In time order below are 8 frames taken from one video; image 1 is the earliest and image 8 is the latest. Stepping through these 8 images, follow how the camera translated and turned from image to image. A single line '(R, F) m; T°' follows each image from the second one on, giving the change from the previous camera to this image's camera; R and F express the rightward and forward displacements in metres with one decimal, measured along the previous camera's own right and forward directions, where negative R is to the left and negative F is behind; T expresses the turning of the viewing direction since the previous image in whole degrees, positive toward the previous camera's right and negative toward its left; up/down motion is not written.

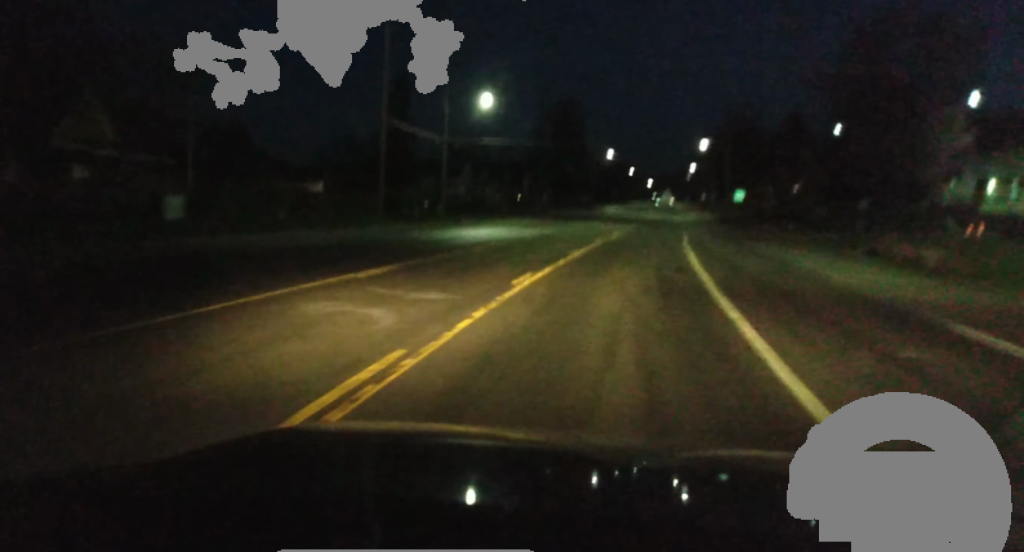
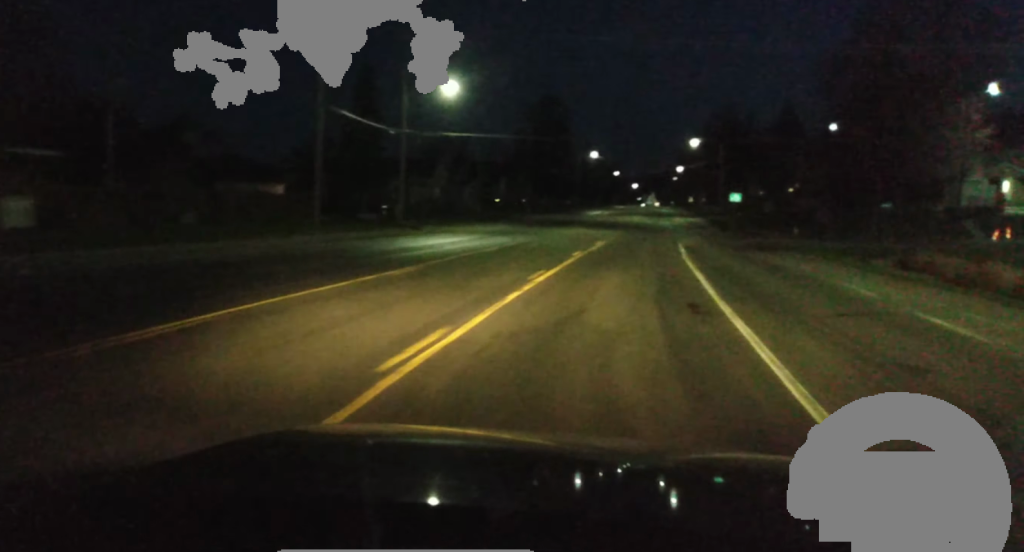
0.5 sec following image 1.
(+0.1, +9.4) m; 0°
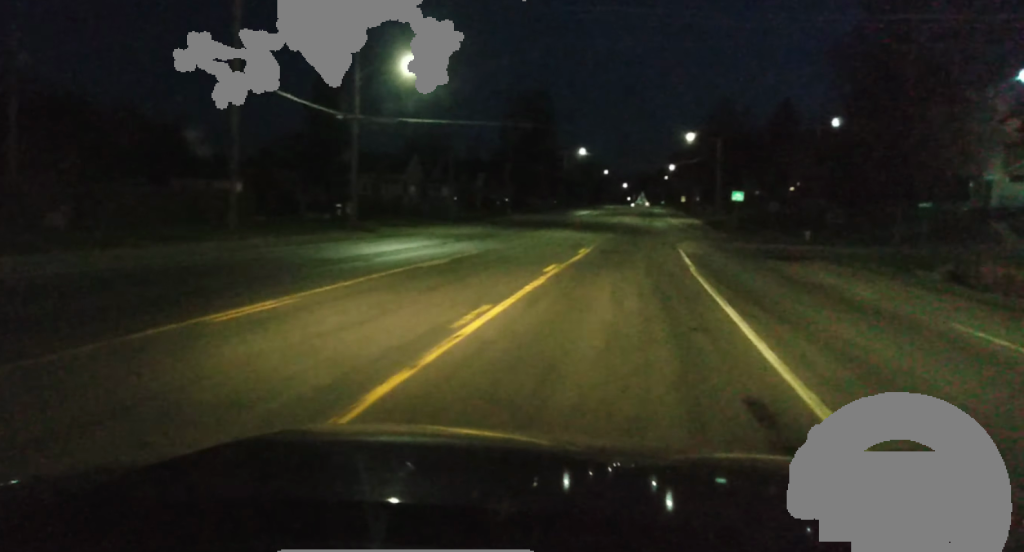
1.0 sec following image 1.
(0.0, +8.8) m; 0°
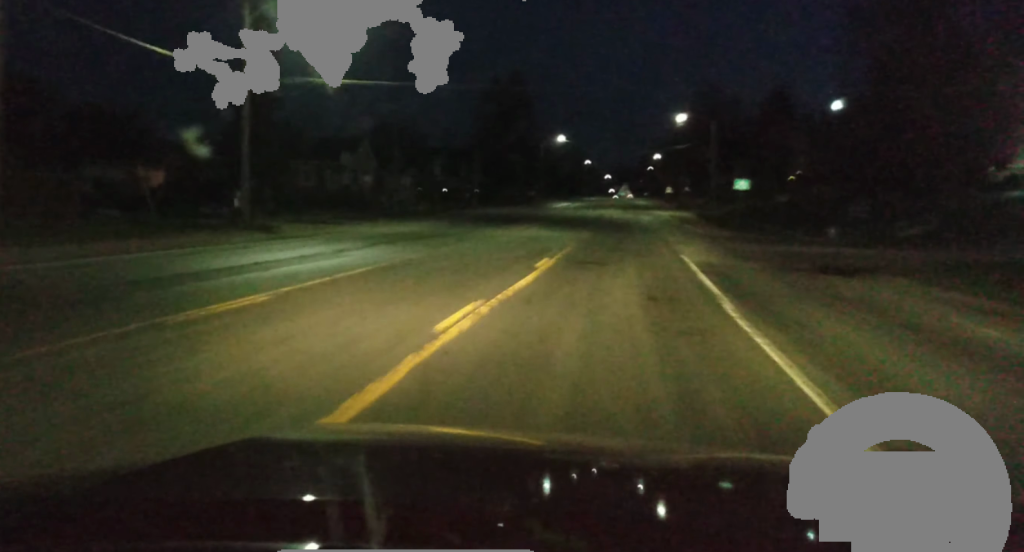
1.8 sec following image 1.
(-0.1, +12.9) m; +1°
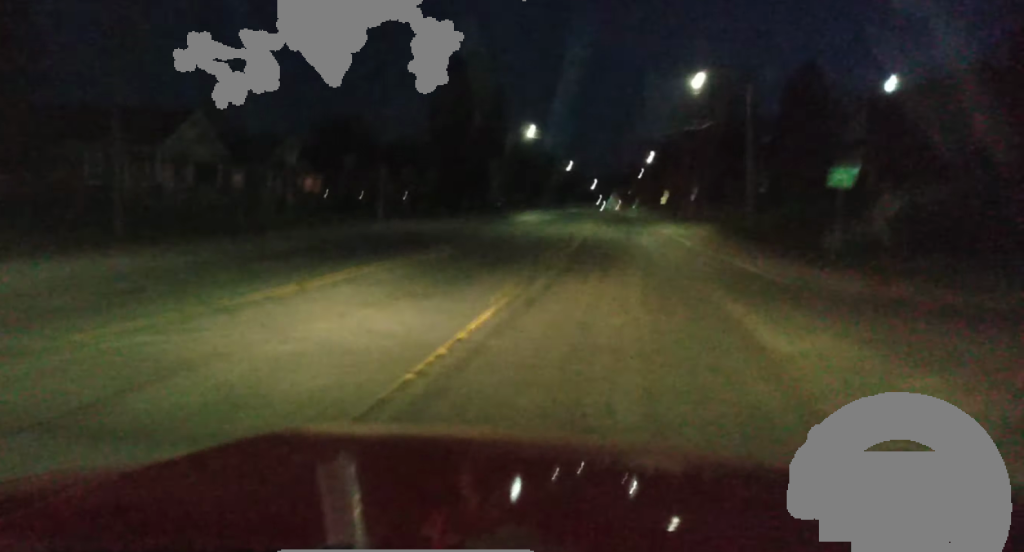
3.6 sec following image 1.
(+0.8, +31.9) m; +2°
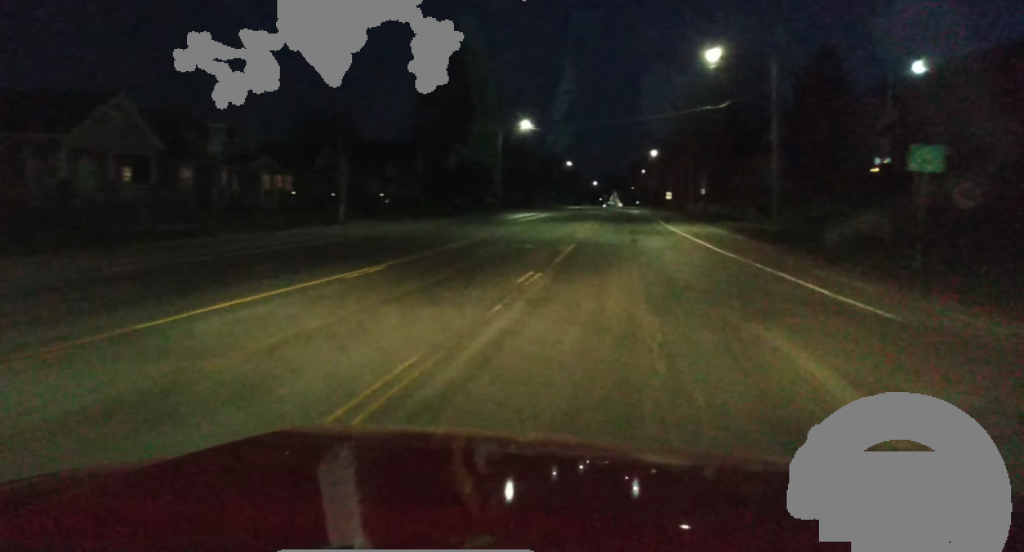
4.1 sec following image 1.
(+0.1, +8.7) m; 0°
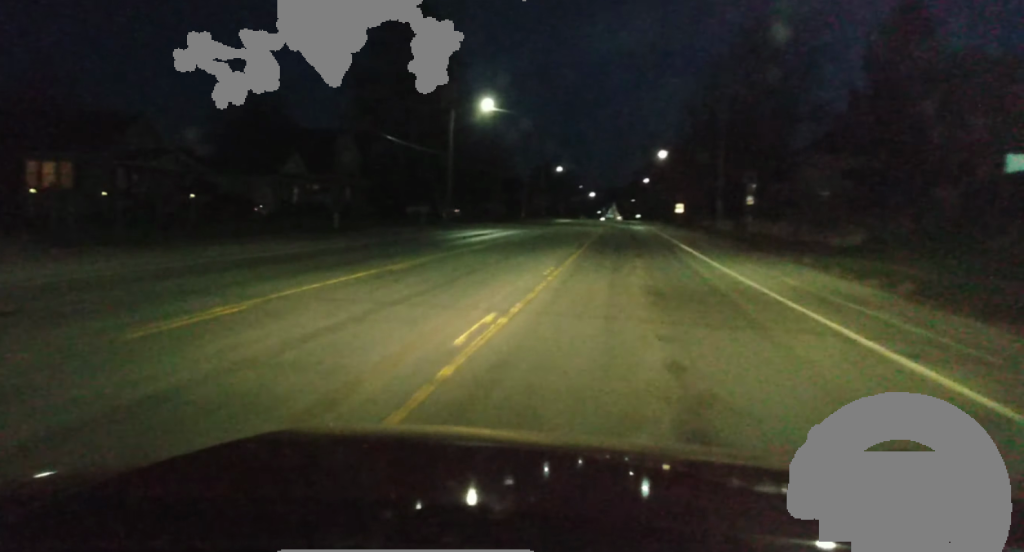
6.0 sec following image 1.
(0.0, +32.3) m; -1°
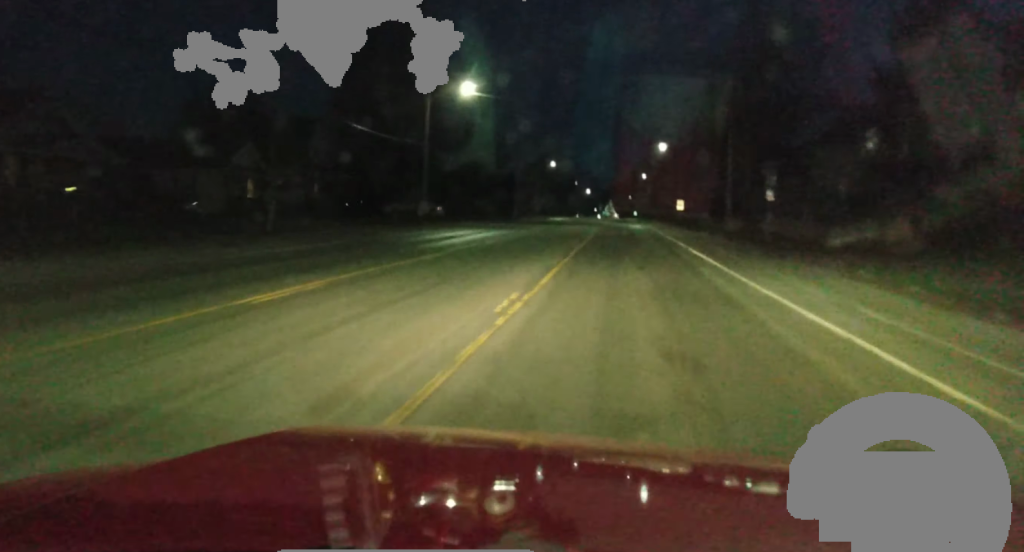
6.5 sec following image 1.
(-0.2, +8.6) m; 0°
